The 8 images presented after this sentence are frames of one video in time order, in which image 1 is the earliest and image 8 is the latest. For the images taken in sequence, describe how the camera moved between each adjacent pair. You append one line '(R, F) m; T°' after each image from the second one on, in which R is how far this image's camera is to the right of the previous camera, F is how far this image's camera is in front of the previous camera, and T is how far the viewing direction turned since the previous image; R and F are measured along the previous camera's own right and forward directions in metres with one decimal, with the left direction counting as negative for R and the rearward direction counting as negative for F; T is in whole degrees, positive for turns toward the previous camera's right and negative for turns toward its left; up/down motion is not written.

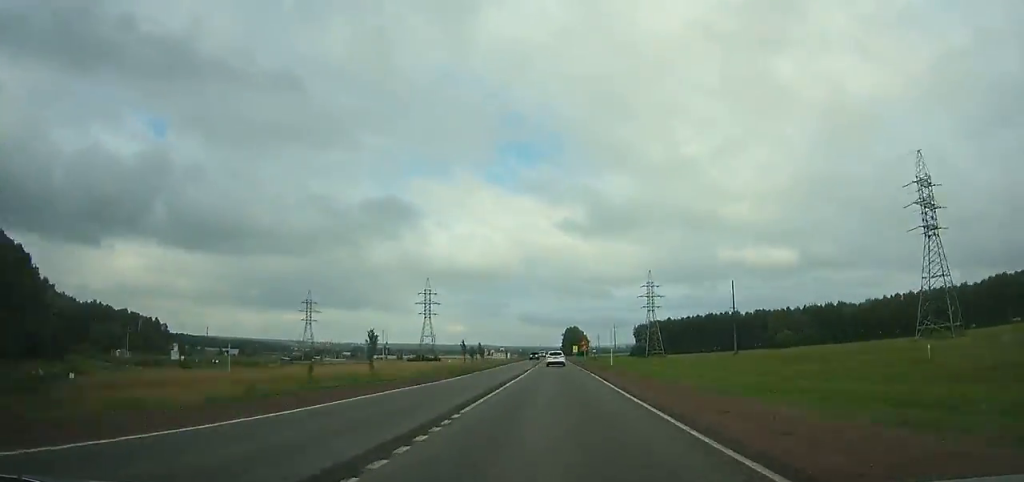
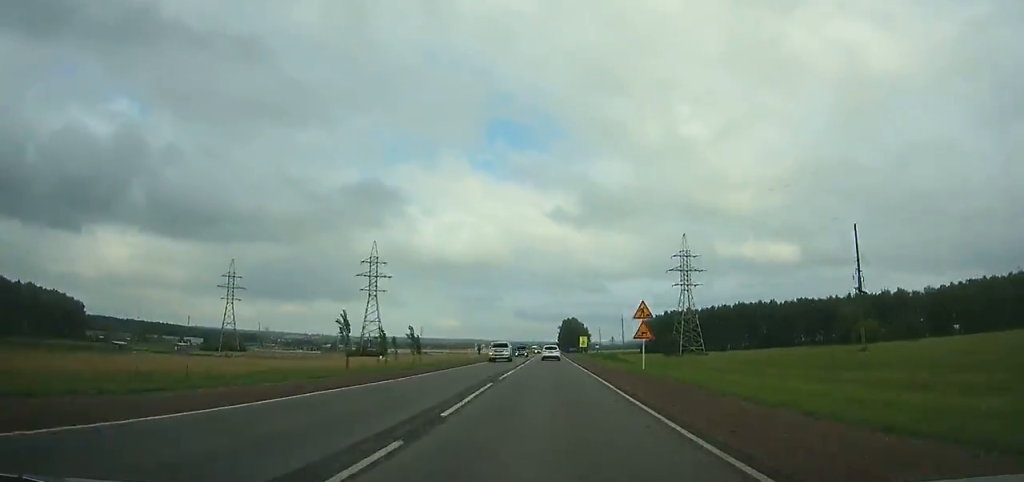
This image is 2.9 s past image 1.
(+0.2, +67.6) m; 0°
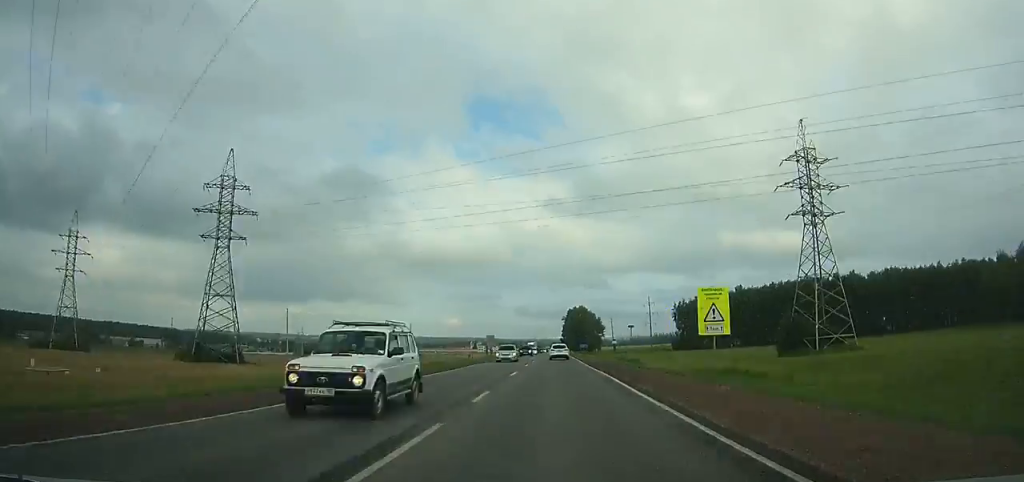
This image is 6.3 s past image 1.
(+0.1, +79.7) m; 0°
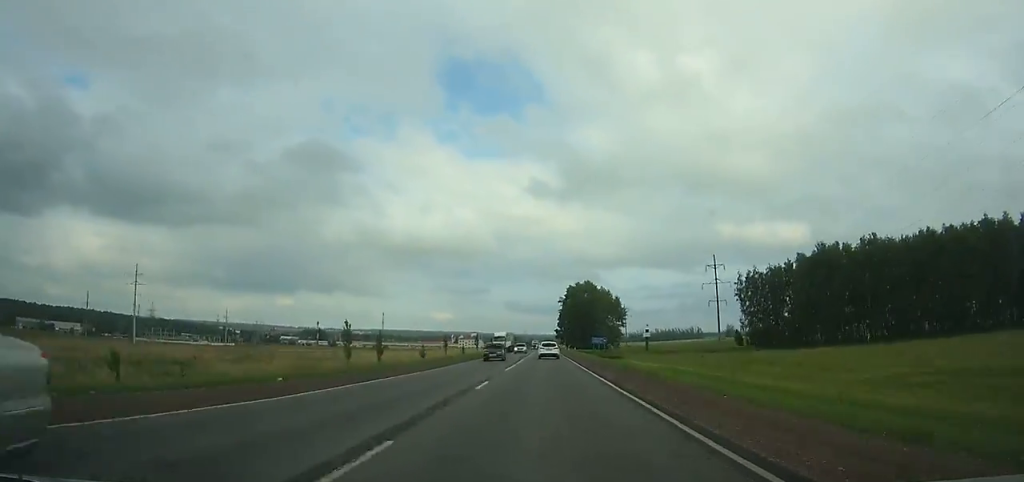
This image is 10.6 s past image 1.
(+0.5, +101.1) m; 0°
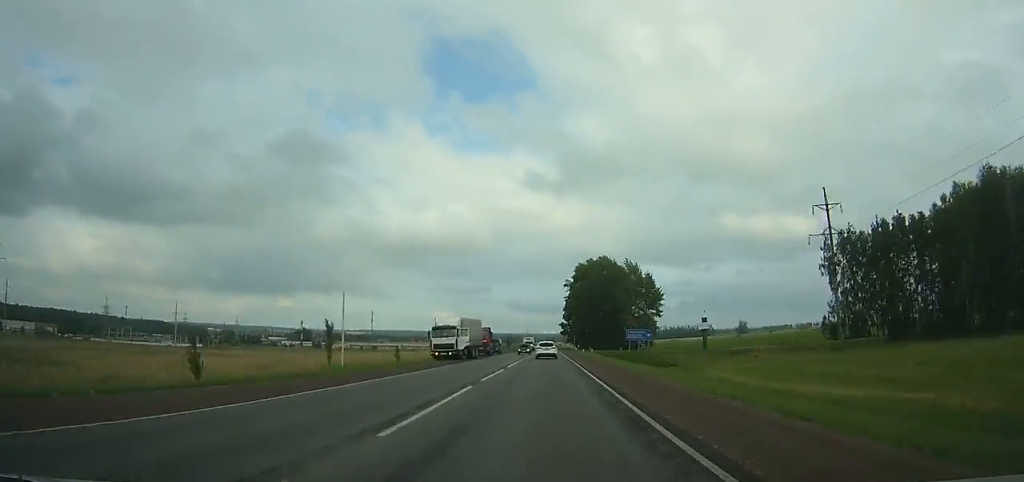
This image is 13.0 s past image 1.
(+0.1, +55.9) m; 0°
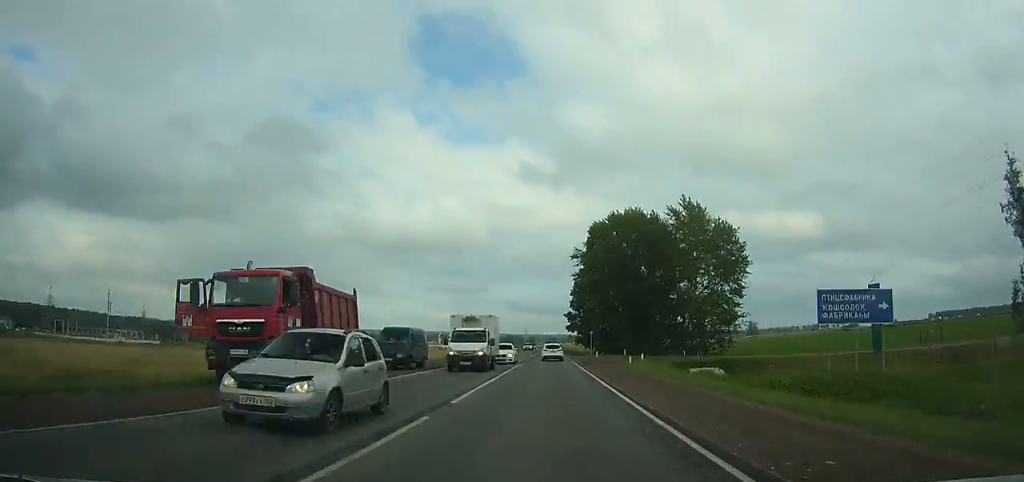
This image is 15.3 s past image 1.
(0.0, +53.1) m; 0°
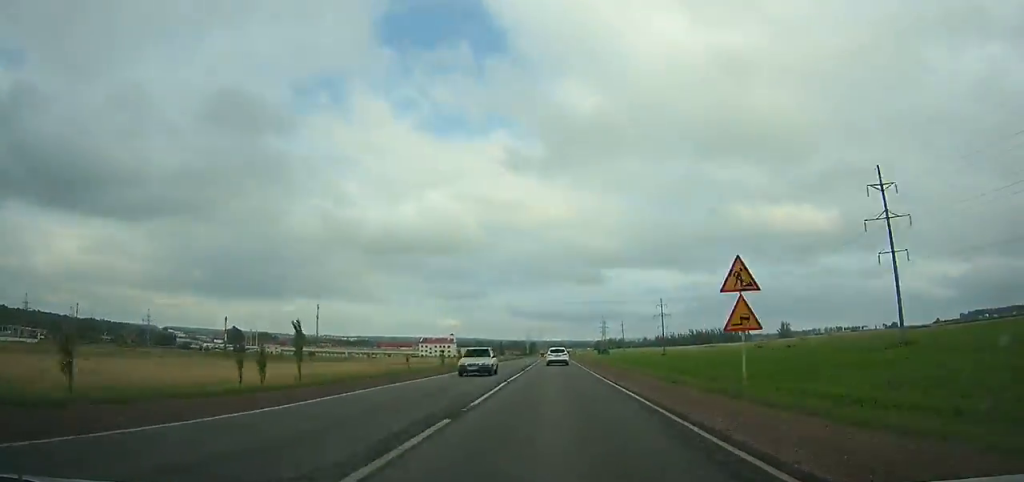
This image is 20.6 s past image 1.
(-0.2, +121.0) m; 0°
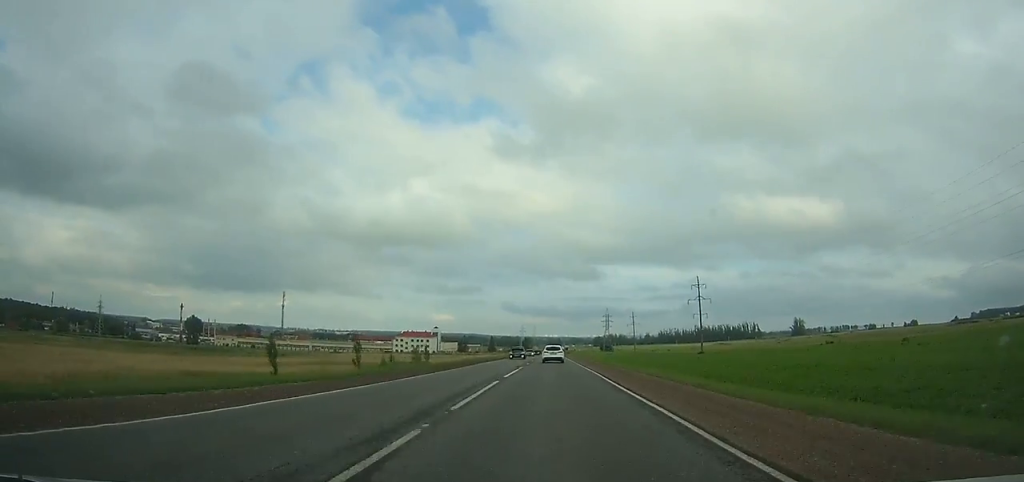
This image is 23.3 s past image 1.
(+0.1, +61.6) m; 0°
